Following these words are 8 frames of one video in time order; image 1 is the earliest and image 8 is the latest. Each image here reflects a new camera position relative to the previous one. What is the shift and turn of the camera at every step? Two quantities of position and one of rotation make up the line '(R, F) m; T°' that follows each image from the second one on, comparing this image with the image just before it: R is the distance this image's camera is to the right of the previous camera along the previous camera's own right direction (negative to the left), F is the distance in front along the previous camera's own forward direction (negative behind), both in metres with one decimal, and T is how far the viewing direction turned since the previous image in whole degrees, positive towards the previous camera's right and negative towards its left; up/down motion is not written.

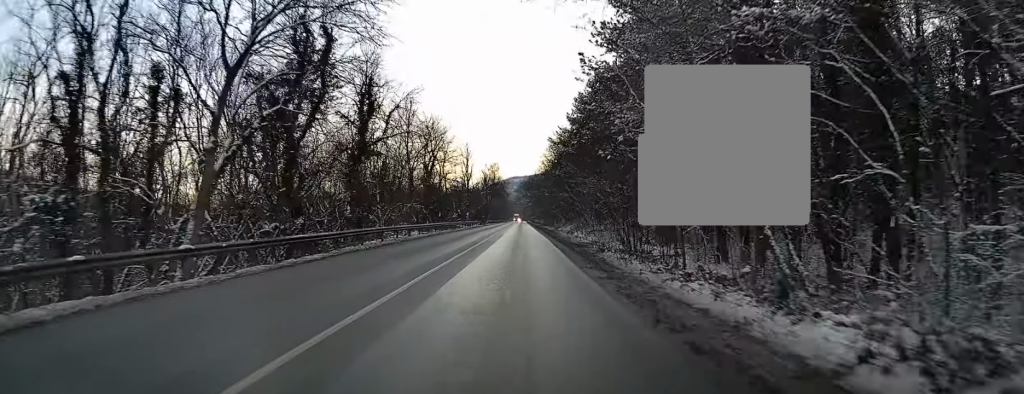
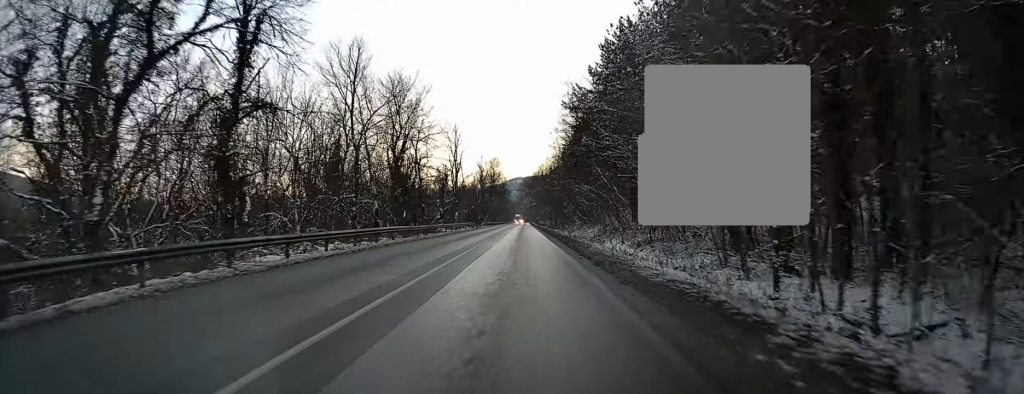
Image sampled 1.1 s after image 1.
(-0.1, +21.3) m; 0°
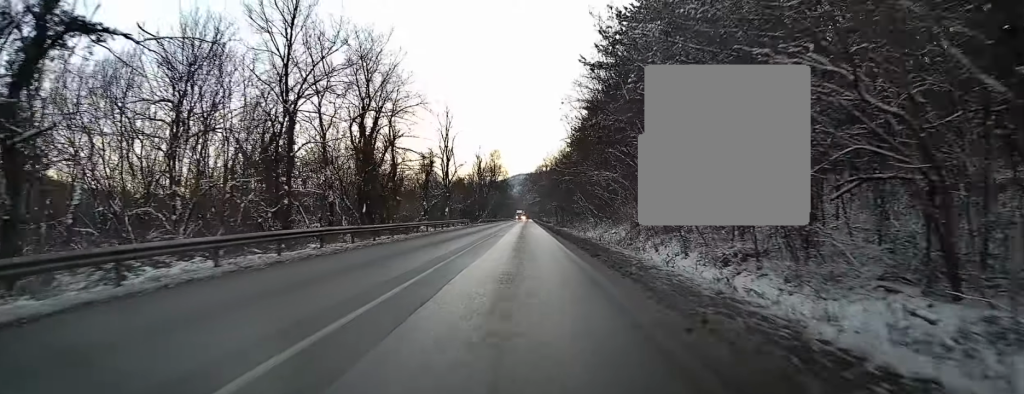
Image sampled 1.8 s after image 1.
(0.0, +12.6) m; 0°
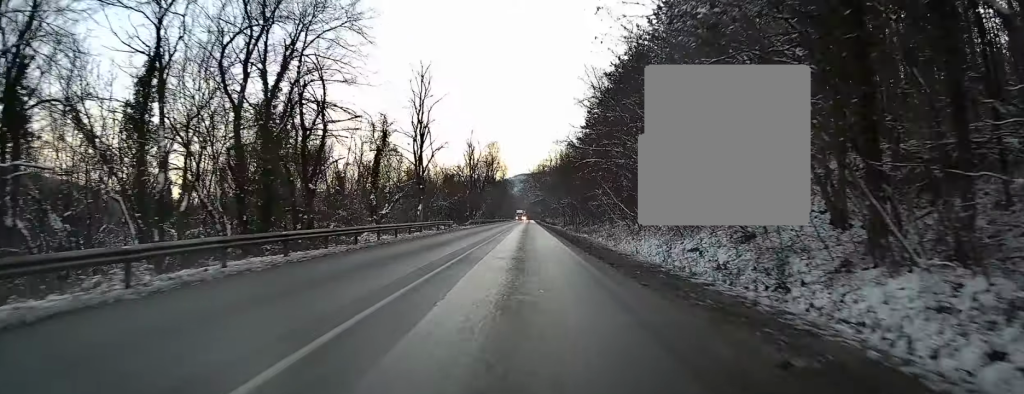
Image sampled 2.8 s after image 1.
(+0.1, +19.2) m; +1°
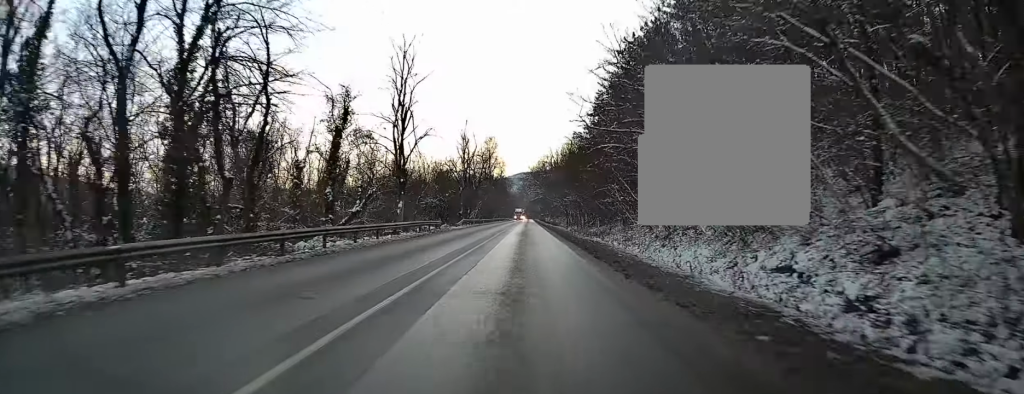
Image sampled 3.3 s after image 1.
(0.0, +8.0) m; 0°
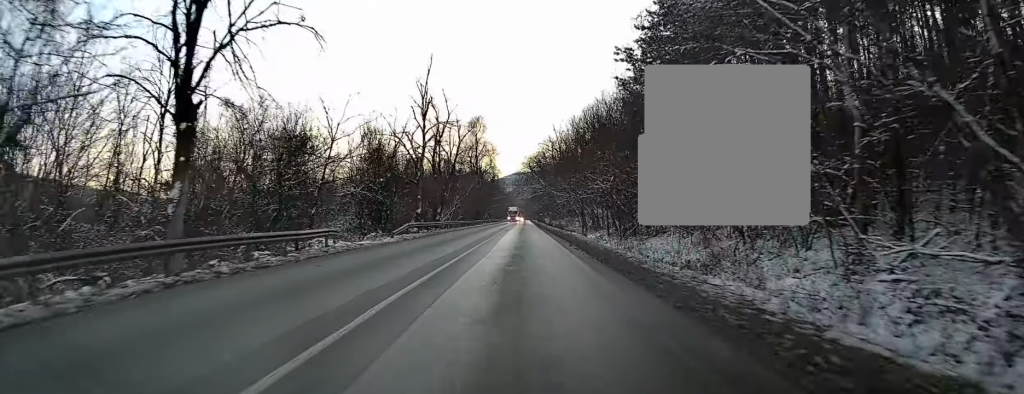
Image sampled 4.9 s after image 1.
(+0.4, +29.4) m; 0°
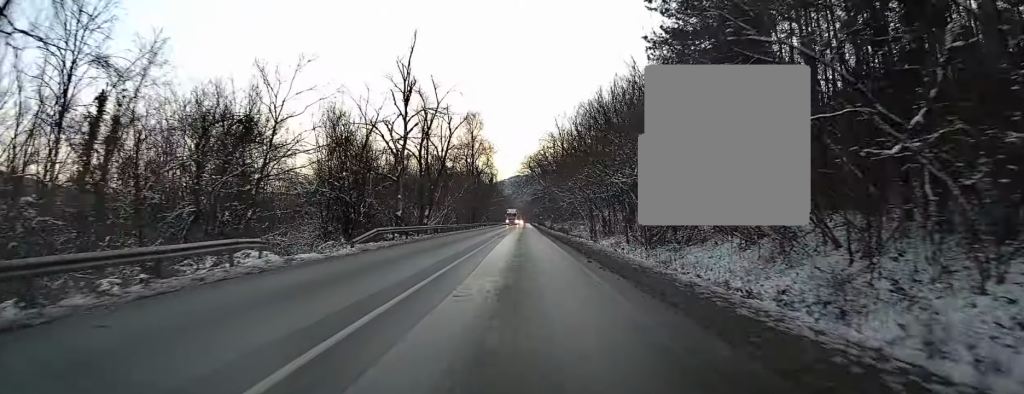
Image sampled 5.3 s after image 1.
(-0.1, +7.9) m; 0°
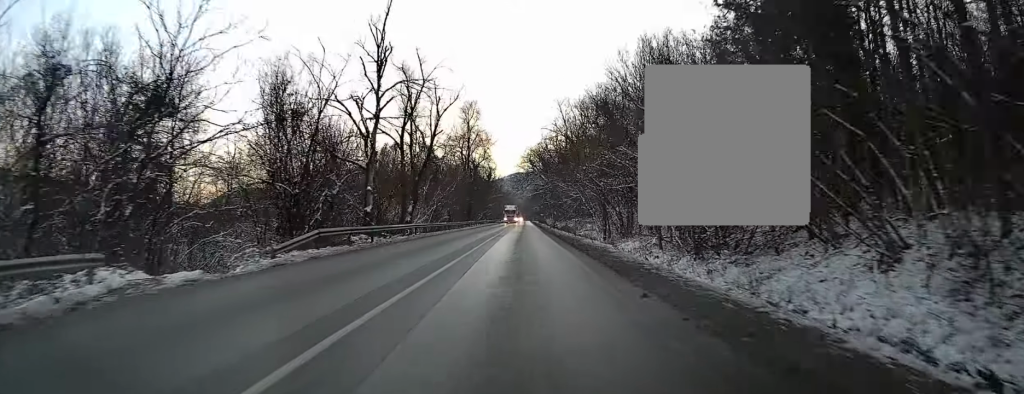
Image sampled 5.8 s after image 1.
(-0.1, +8.5) m; 0°
